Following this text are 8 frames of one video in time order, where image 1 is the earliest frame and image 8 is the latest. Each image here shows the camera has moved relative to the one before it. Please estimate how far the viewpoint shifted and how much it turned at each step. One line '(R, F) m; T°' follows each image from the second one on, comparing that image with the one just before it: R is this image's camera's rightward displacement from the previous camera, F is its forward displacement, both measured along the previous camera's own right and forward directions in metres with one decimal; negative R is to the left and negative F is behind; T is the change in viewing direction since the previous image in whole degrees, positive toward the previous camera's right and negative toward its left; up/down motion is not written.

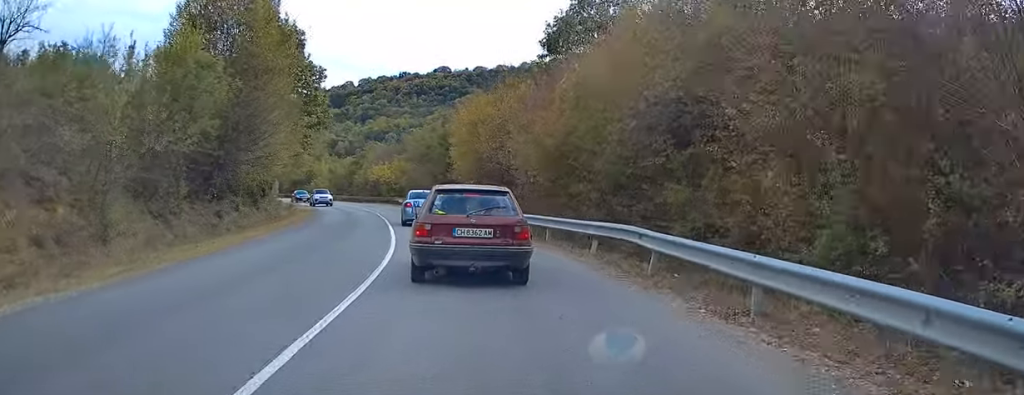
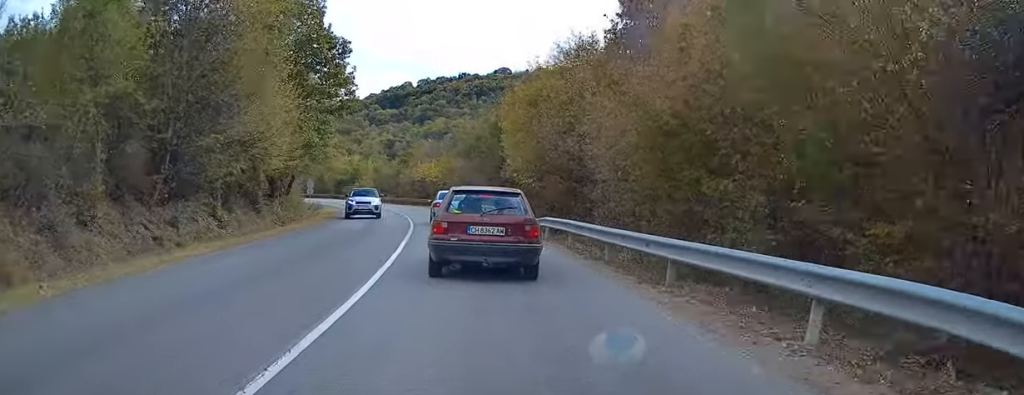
(-0.6, +9.0) m; -6°
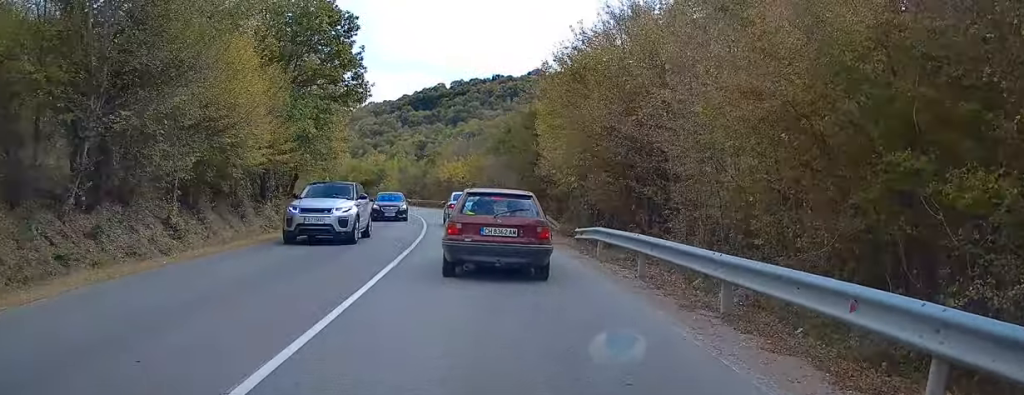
(-0.2, +6.0) m; -2°
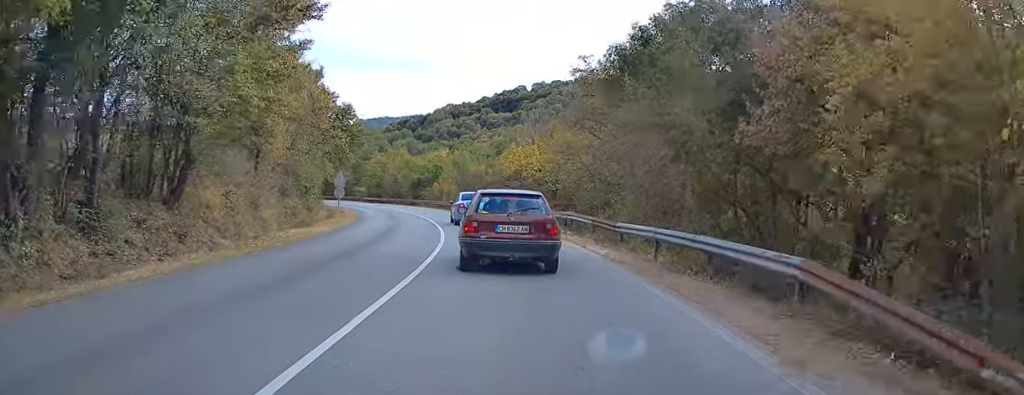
(-1.2, +21.6) m; -6°
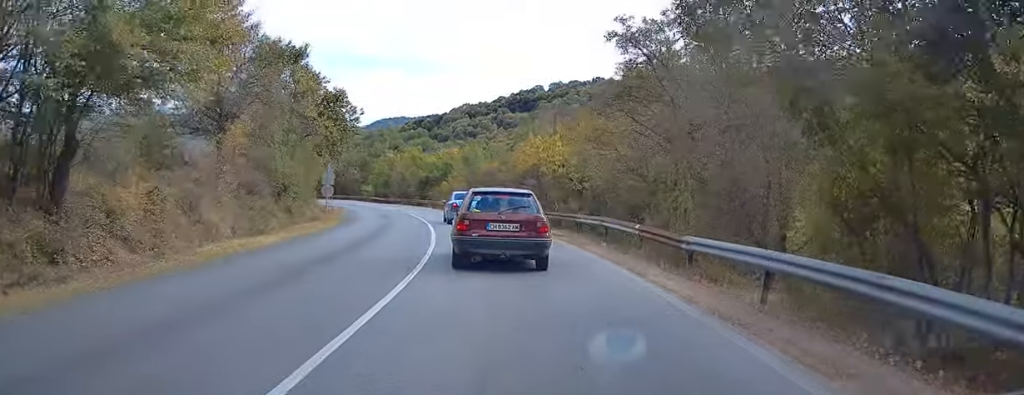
(0.0, +6.4) m; -2°
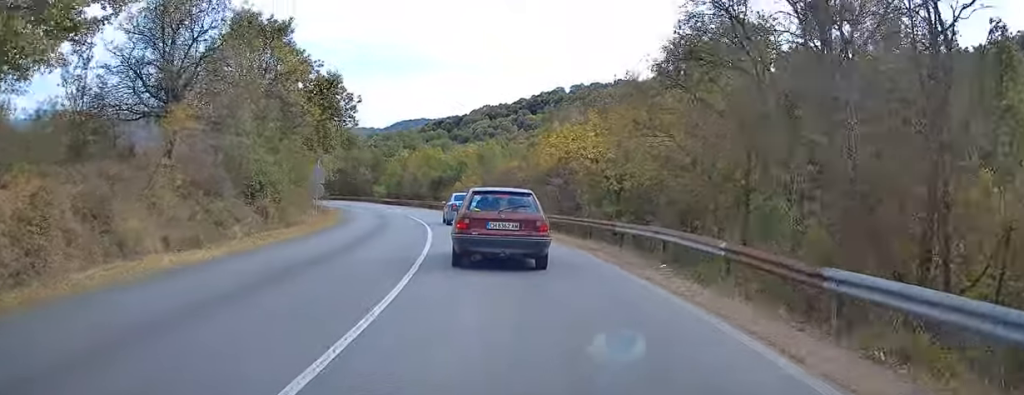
(-0.1, +5.8) m; -2°
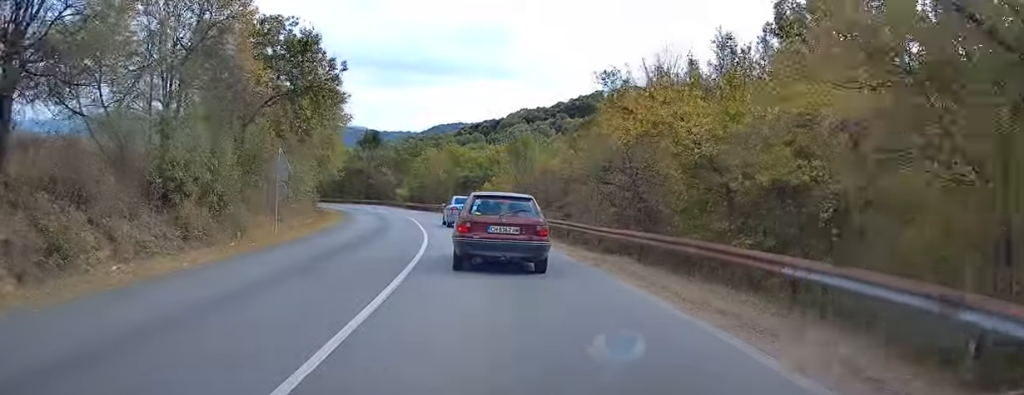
(-0.3, +10.0) m; -3°
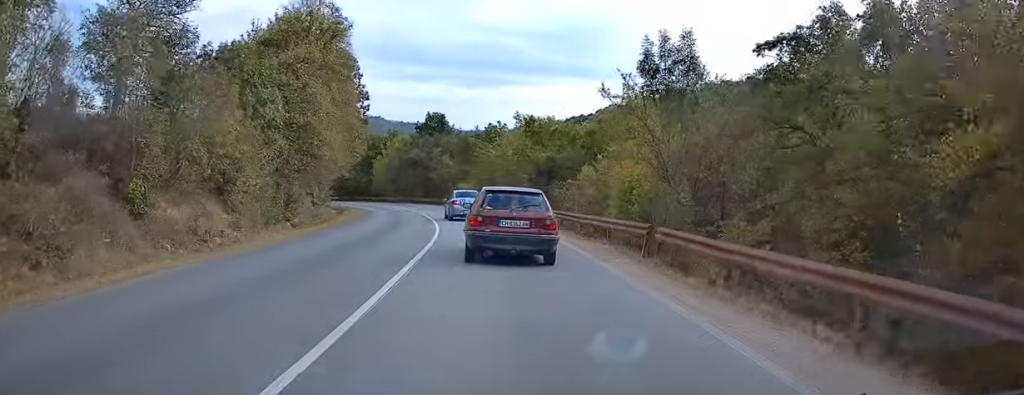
(-1.3, +21.1) m; -7°
